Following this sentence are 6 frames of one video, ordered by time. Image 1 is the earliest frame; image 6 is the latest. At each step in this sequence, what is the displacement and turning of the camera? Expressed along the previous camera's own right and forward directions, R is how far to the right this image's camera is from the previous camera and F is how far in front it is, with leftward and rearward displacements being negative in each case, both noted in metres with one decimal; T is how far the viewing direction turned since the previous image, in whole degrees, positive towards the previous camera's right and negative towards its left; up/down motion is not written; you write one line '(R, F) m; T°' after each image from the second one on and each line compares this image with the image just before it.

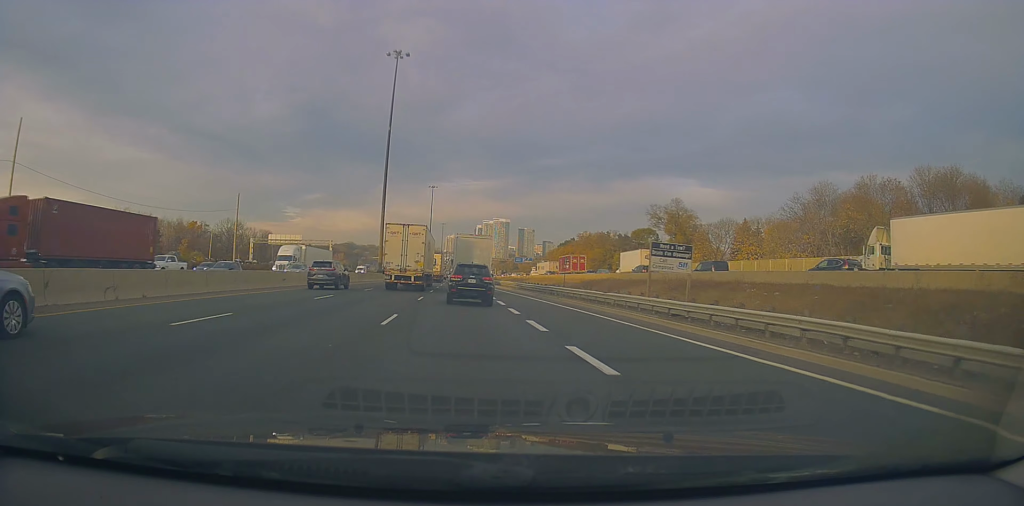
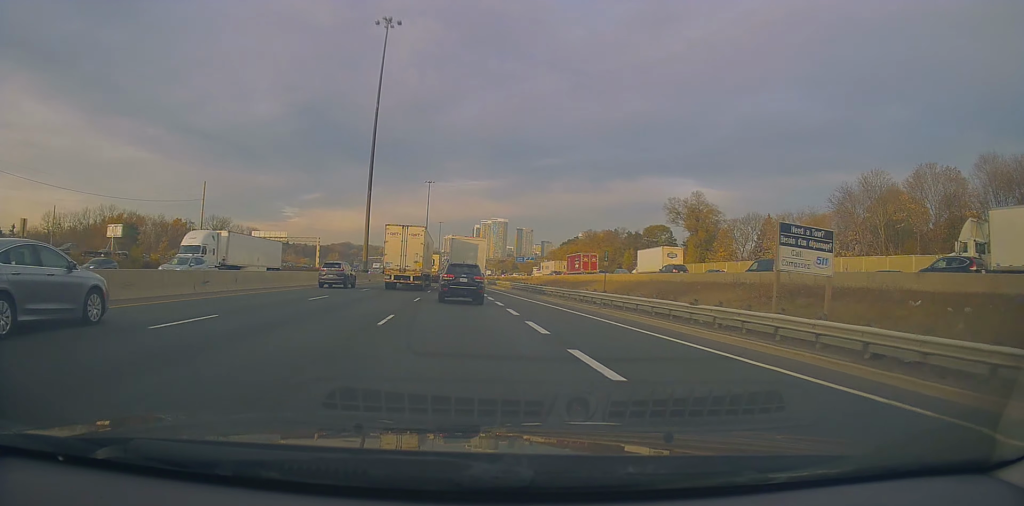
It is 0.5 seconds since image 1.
(+0.2, +12.2) m; +1°
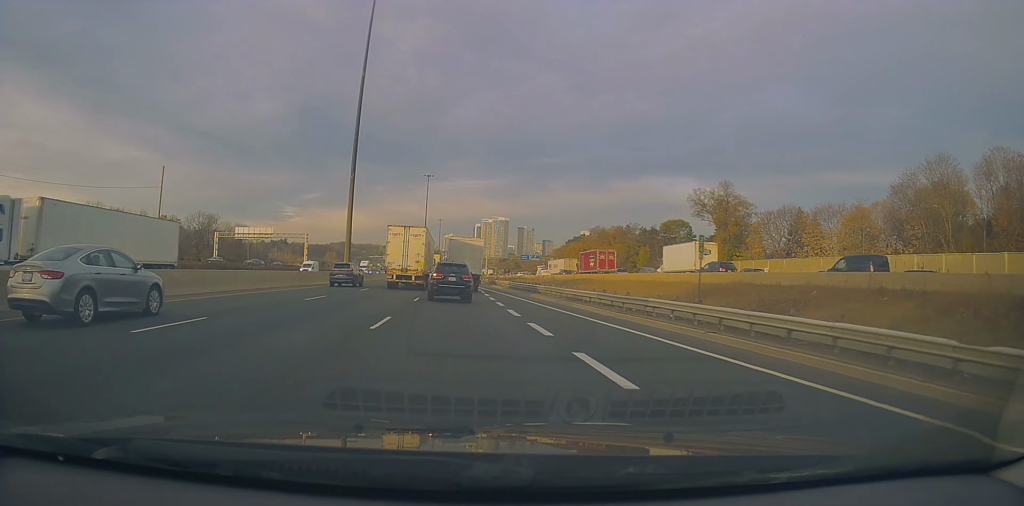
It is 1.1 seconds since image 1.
(+0.2, +12.3) m; +1°
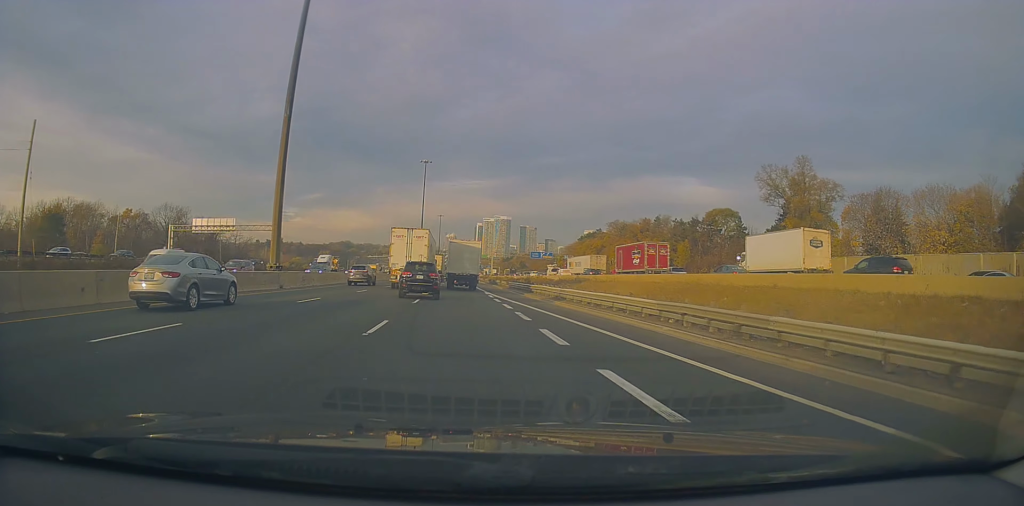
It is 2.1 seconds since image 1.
(0.0, +25.0) m; -1°
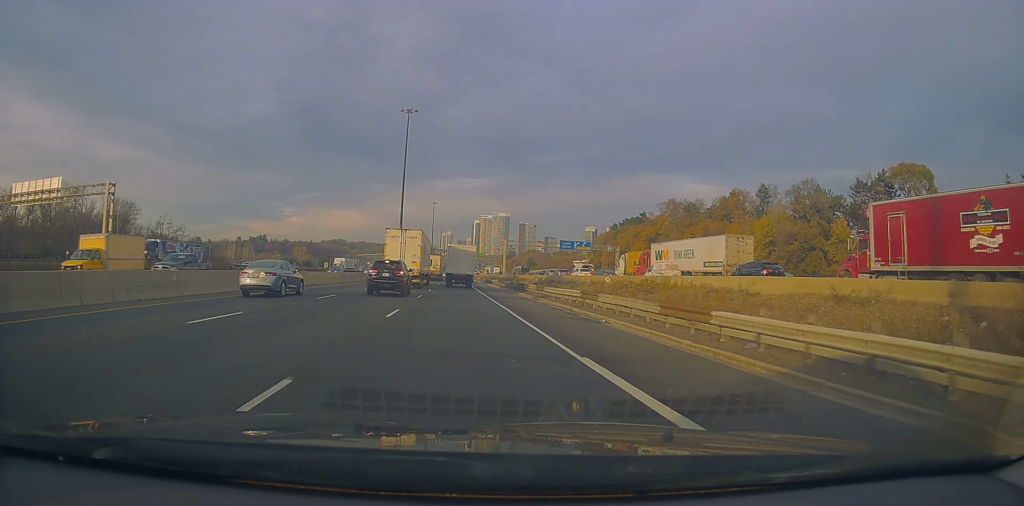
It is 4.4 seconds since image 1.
(+0.2, +54.7) m; +1°
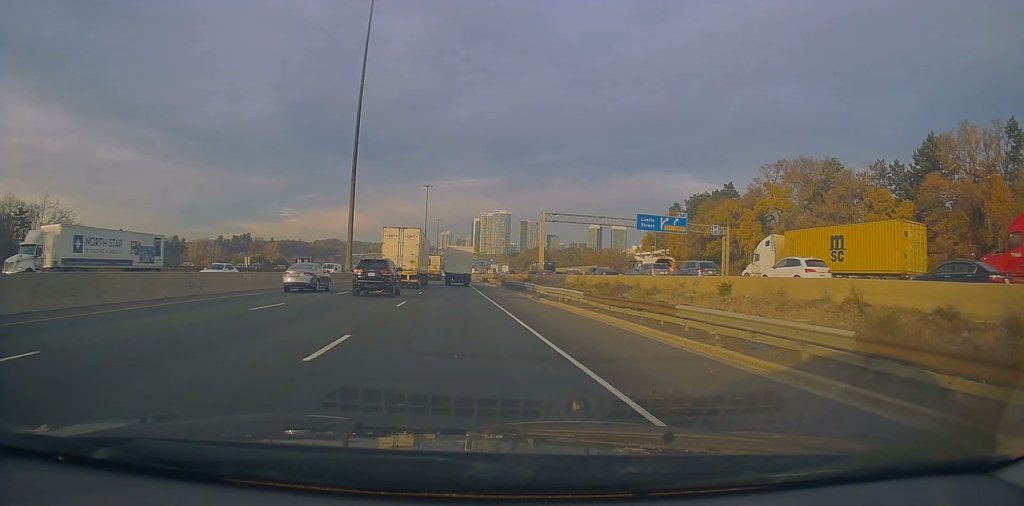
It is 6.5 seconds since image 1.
(-0.7, +54.4) m; 0°
